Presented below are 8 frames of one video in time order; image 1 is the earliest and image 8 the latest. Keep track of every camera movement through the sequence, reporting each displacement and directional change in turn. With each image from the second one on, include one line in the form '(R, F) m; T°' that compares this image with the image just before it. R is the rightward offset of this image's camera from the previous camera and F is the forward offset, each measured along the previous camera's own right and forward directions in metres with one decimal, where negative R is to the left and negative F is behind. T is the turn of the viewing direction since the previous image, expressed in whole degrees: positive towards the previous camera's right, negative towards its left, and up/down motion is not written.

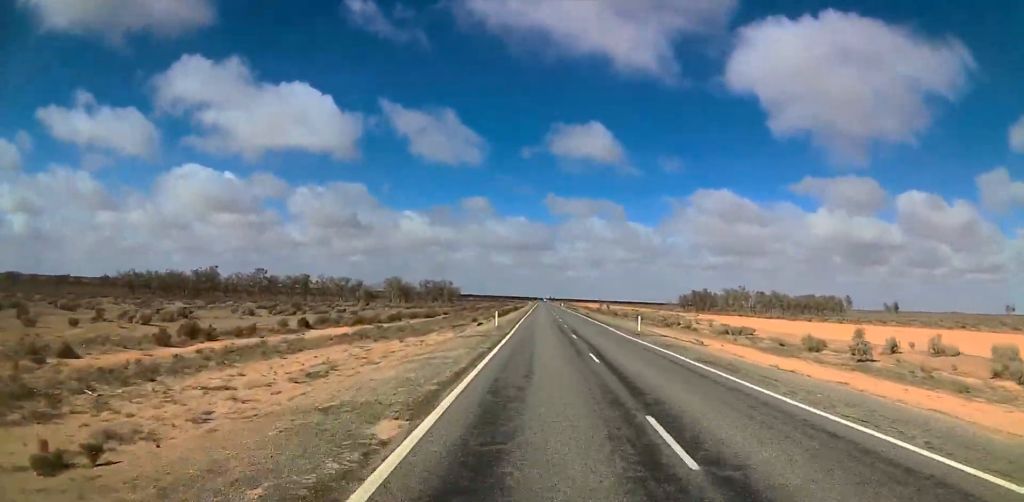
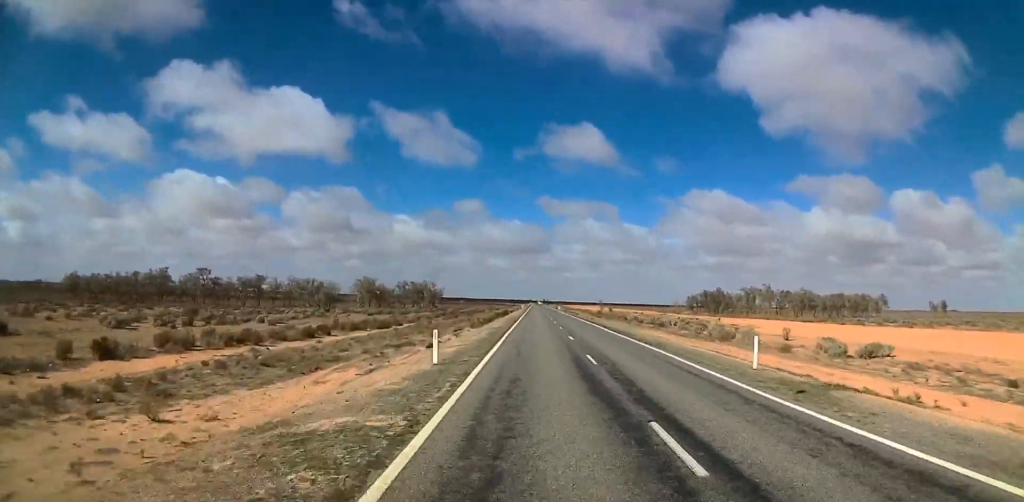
(0.0, +24.1) m; 0°
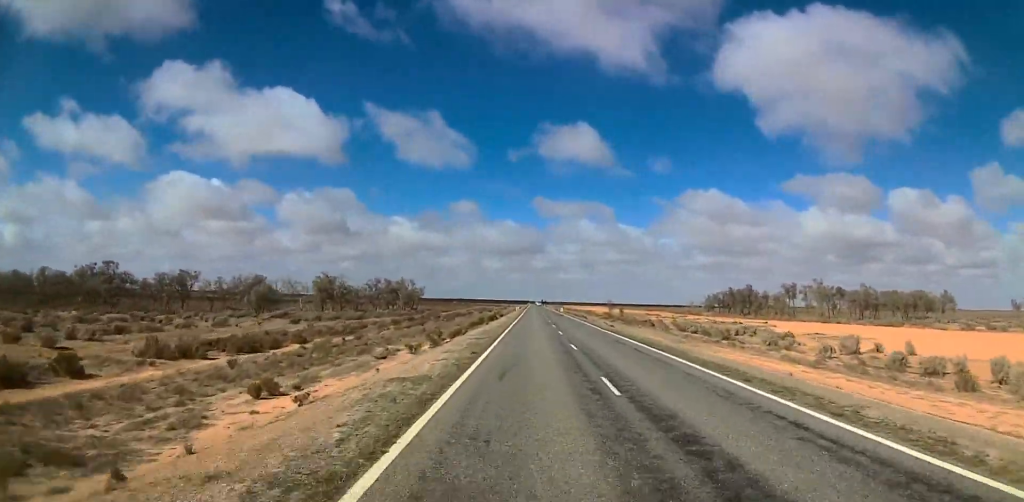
(0.0, +30.0) m; 0°
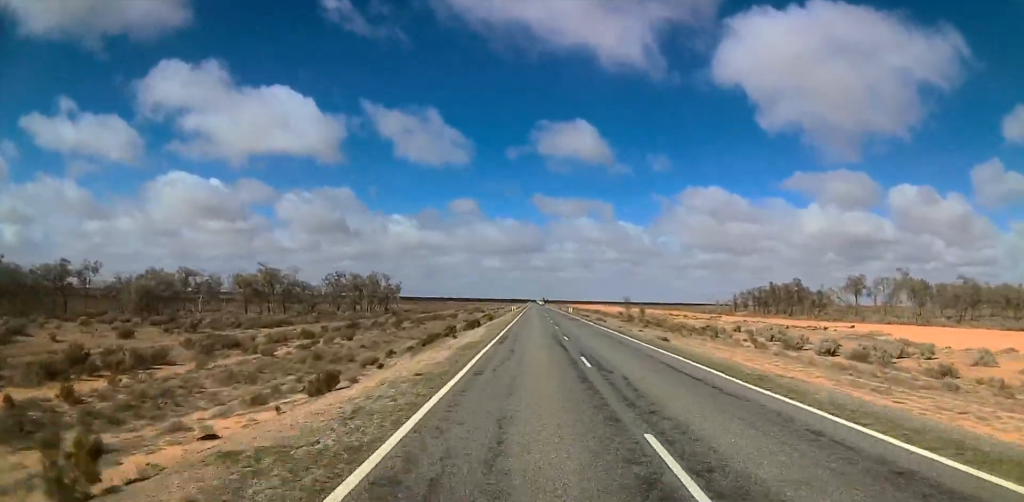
(0.0, +30.8) m; 0°
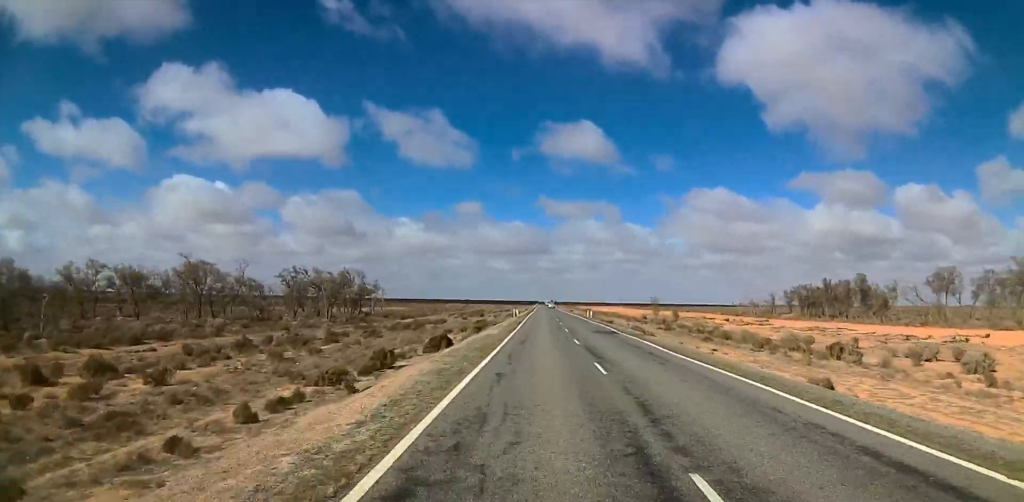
(0.0, +25.8) m; 0°
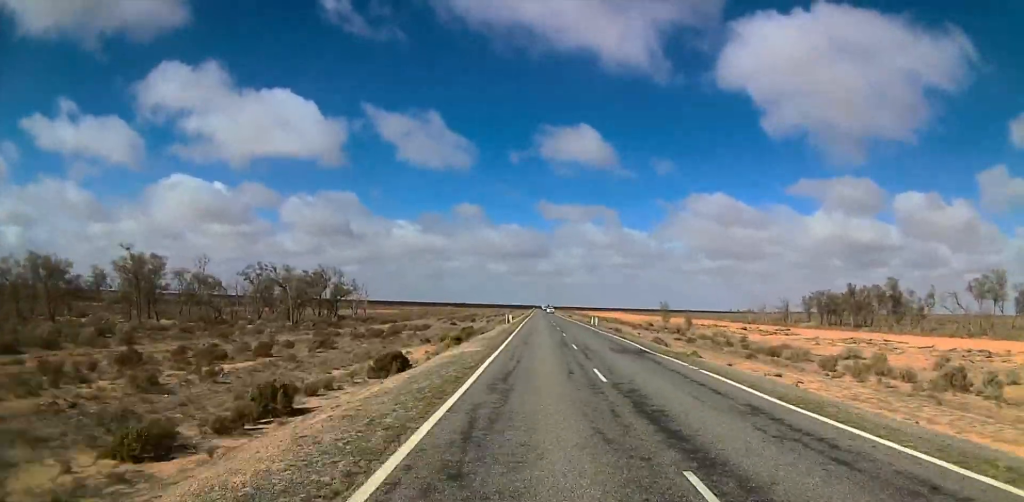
(0.0, +11.9) m; 0°
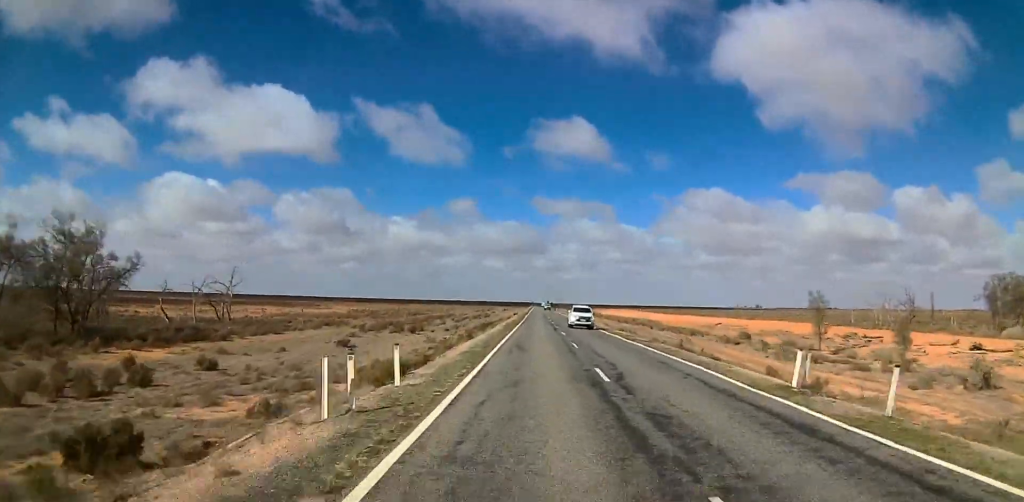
(0.0, +61.2) m; 0°
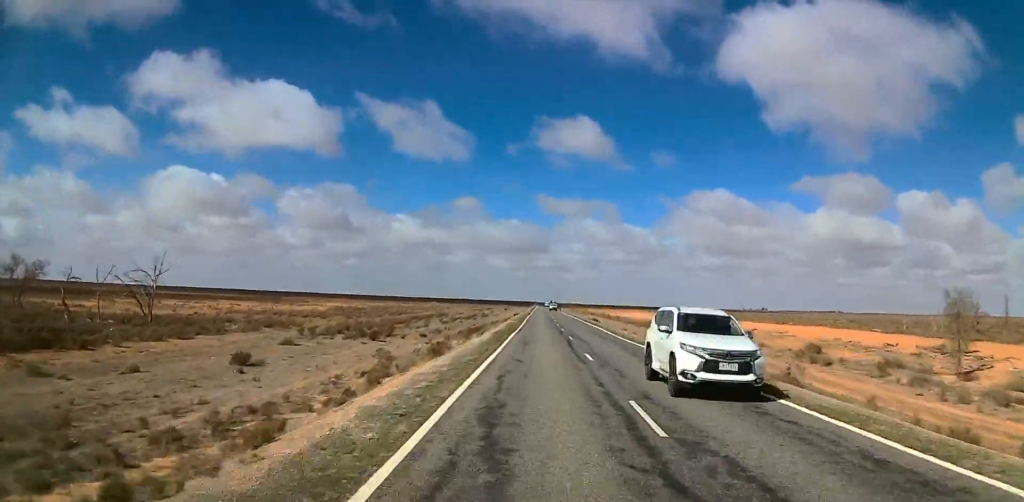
(0.0, +17.8) m; 0°
